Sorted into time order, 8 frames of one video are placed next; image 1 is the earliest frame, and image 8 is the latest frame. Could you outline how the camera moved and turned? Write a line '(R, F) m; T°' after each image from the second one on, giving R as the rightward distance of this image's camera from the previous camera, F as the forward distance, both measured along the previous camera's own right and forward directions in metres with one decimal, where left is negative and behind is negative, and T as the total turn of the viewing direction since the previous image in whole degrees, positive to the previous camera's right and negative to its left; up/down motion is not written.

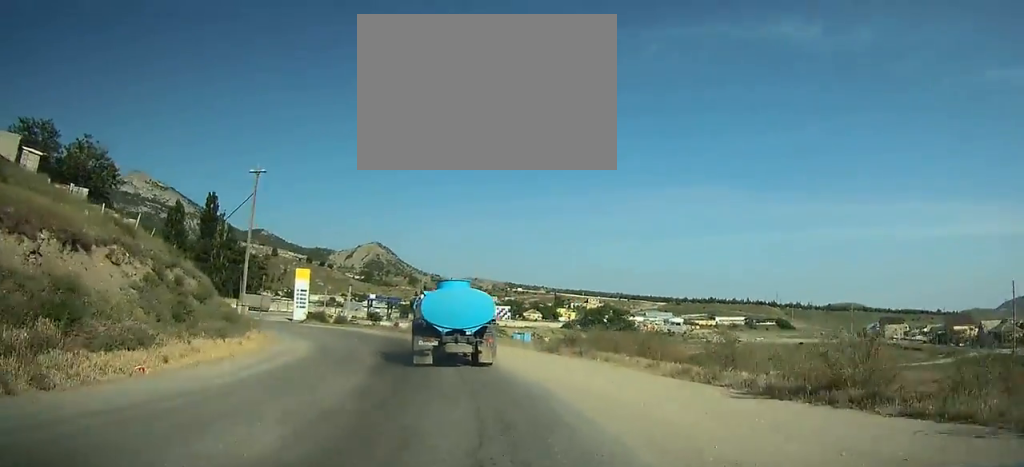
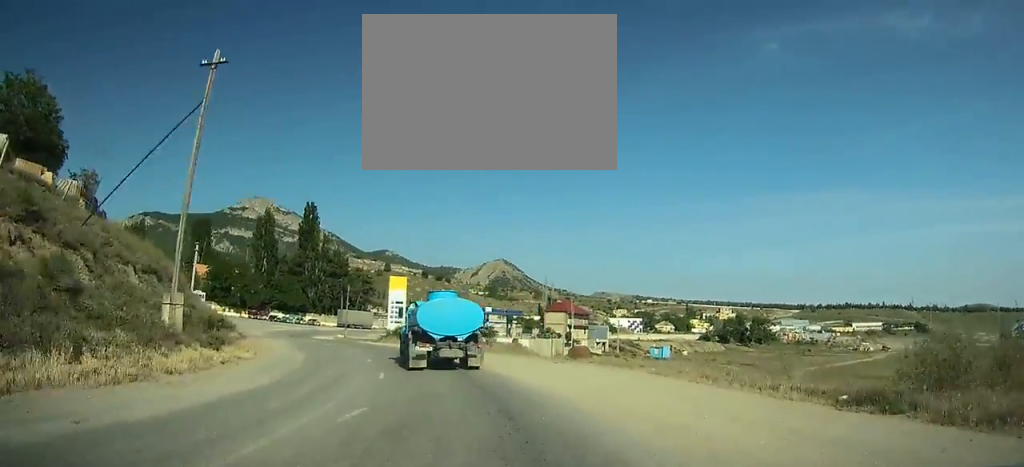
(-2.1, +16.9) m; -16°
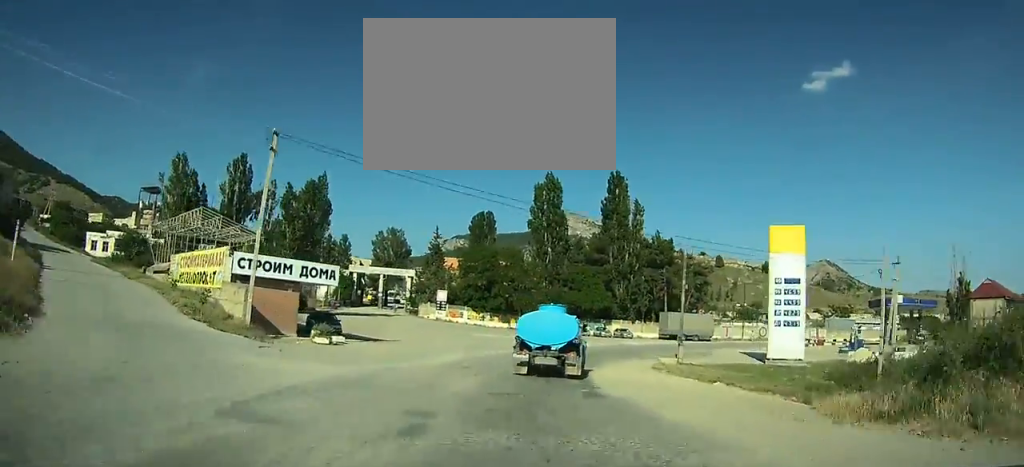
(-8.5, +42.6) m; -15°
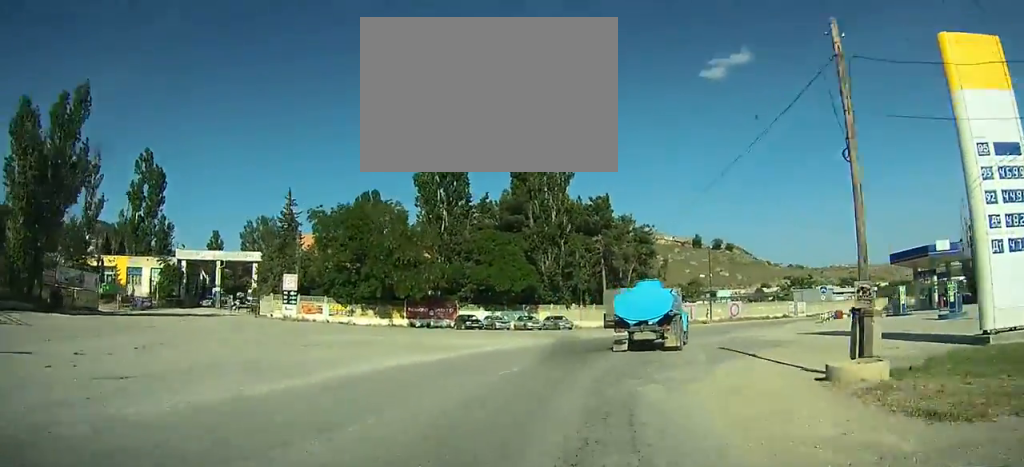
(-1.2, +25.7) m; +7°
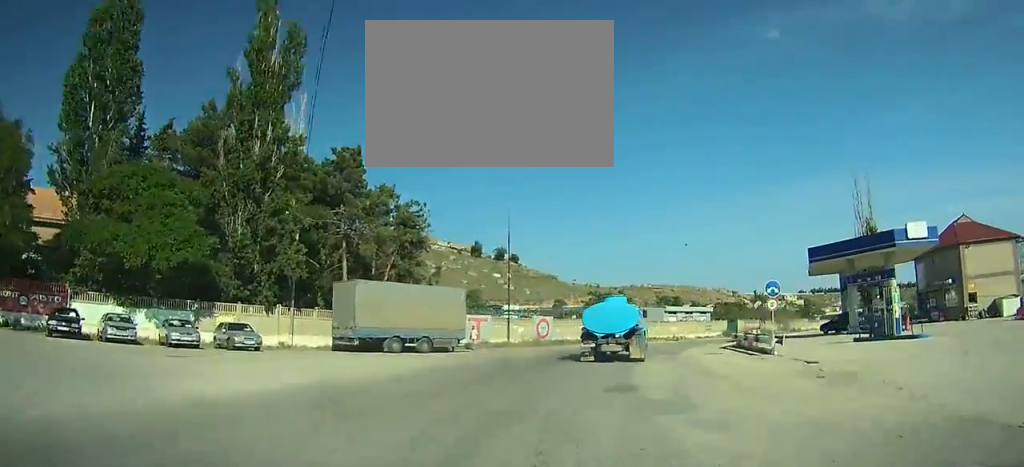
(+4.2, +26.3) m; +18°
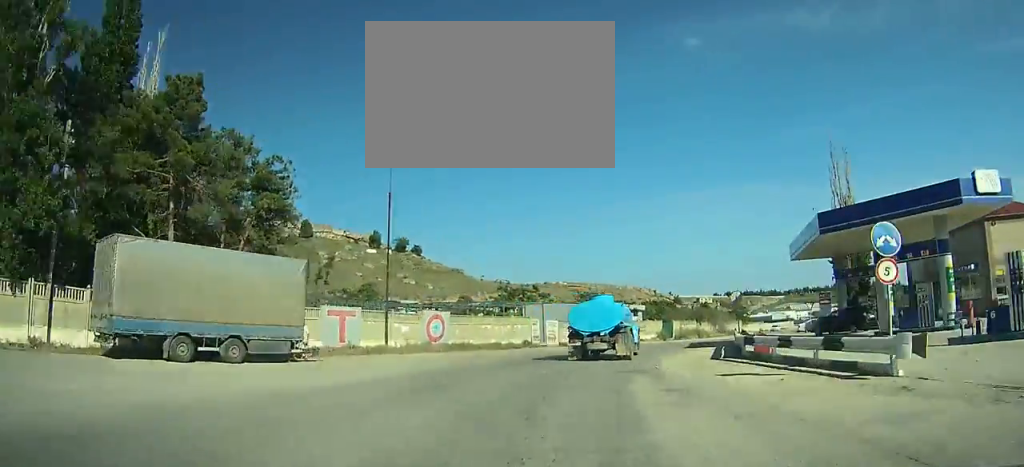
(+1.3, +13.6) m; +8°
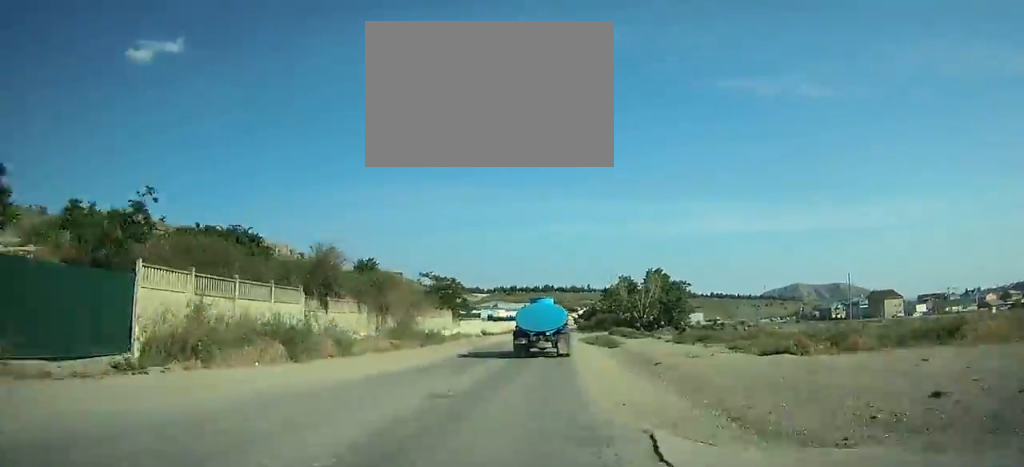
(+19.6, +63.3) m; +28°
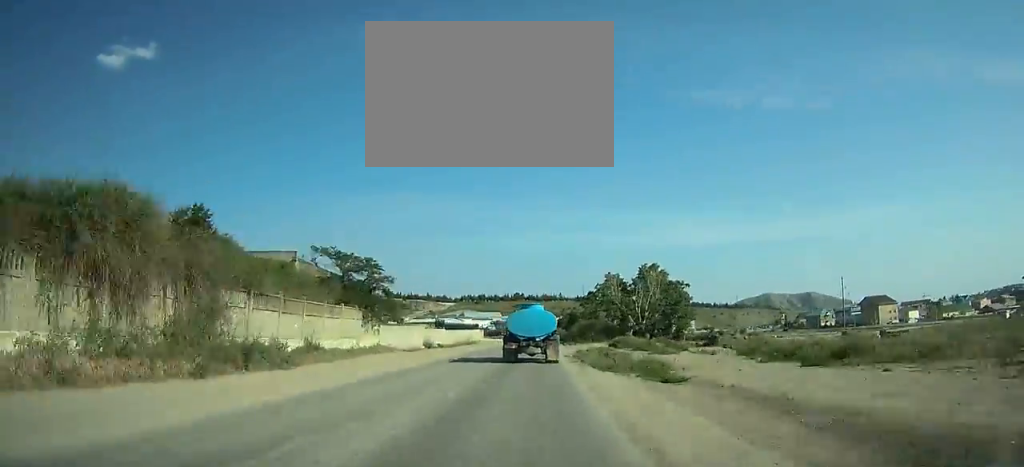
(+0.8, +20.5) m; +3°
